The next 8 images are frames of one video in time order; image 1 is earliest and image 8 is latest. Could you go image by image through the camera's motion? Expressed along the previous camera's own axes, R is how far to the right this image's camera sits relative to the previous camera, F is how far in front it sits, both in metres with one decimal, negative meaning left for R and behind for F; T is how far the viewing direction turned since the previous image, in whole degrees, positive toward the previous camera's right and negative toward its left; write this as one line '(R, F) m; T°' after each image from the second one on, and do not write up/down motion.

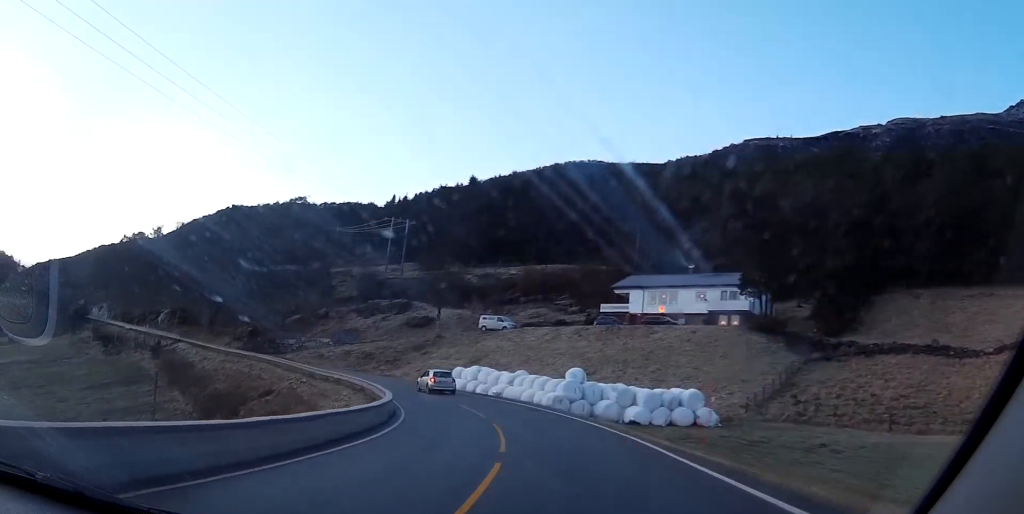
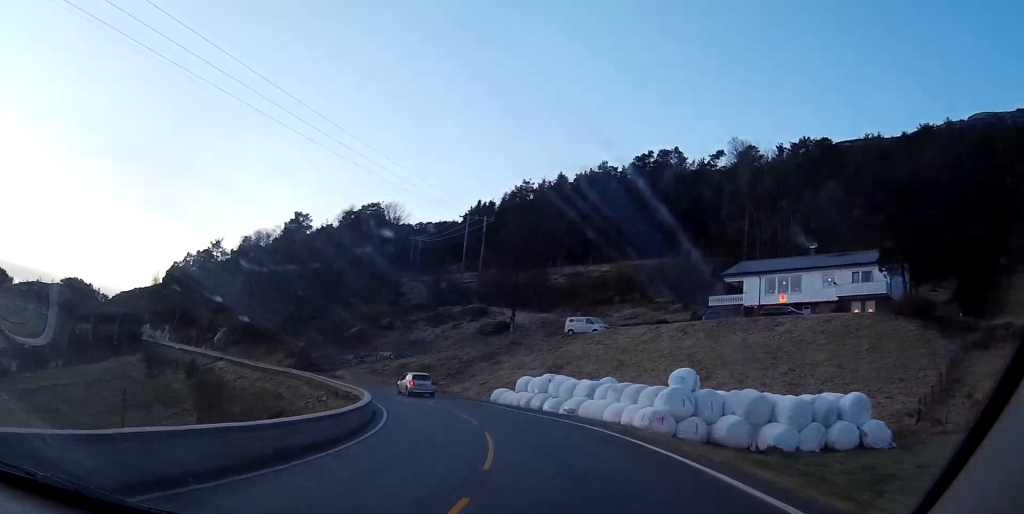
(-1.0, +15.9) m; -4°
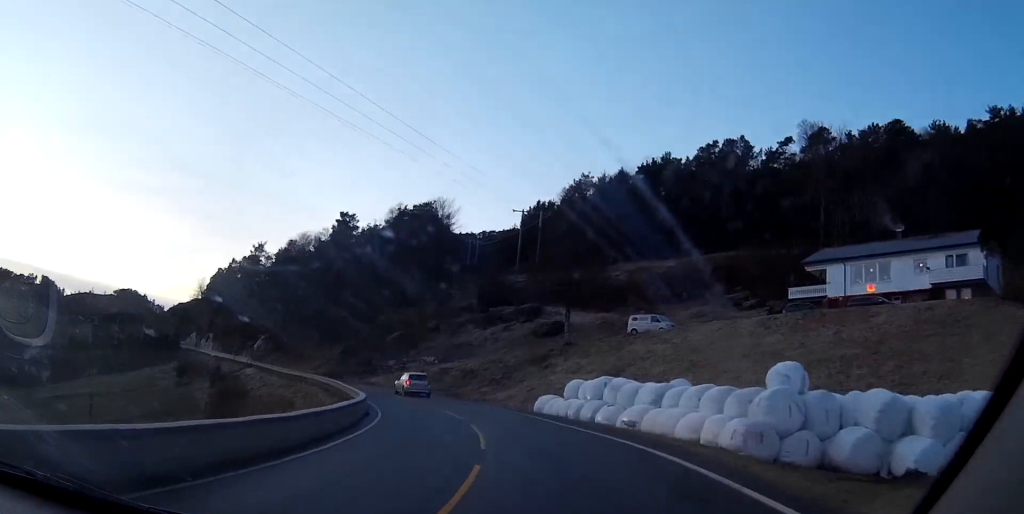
(0.0, +9.0) m; -1°
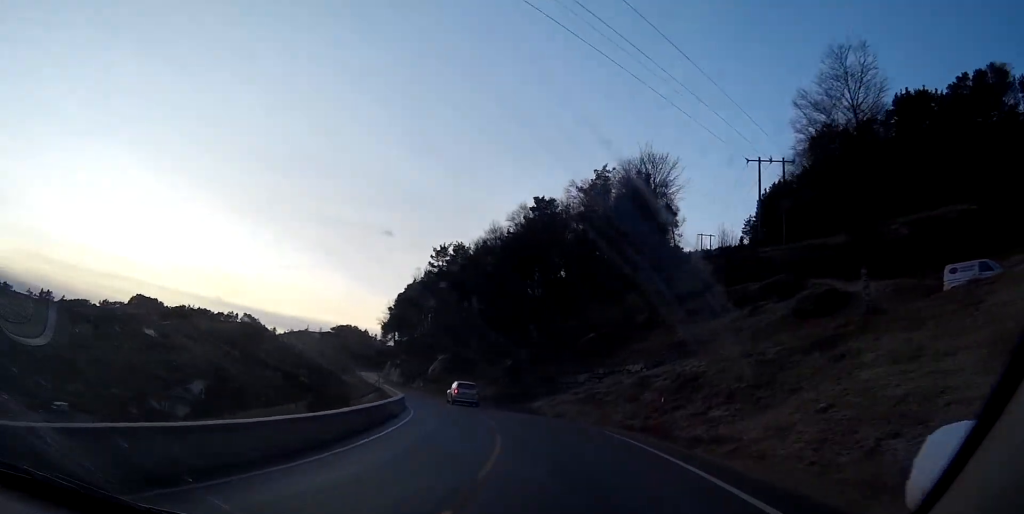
(-4.8, +28.2) m; -24°
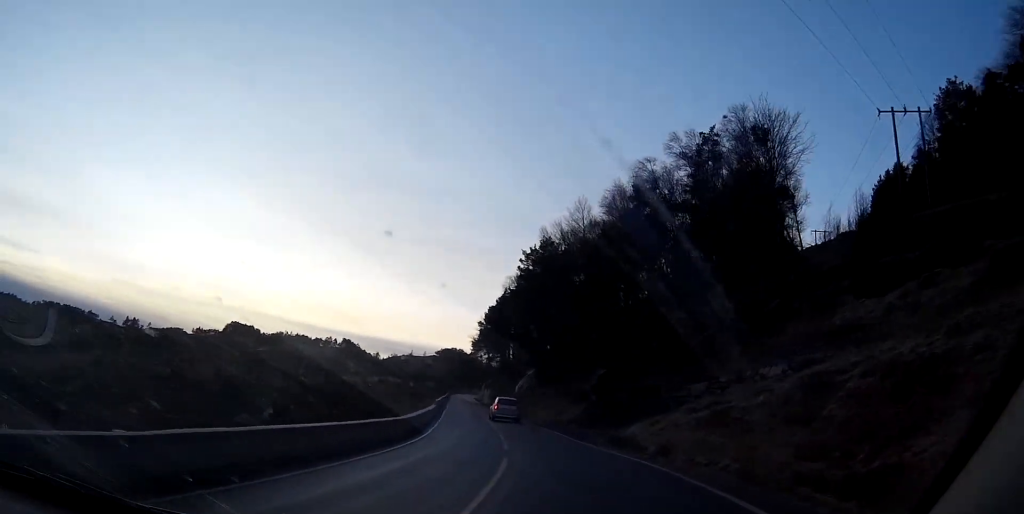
(-1.1, +15.3) m; -8°
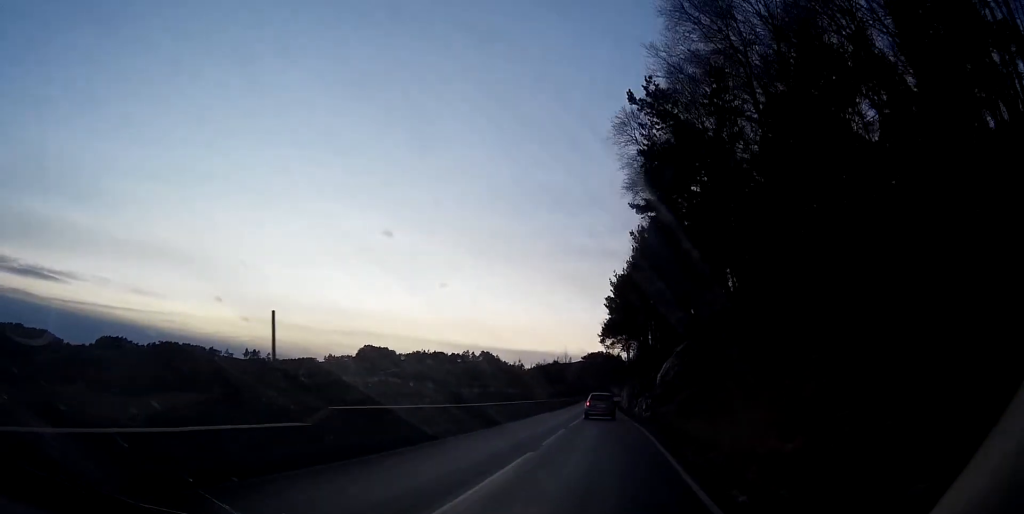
(-5.0, +36.2) m; -12°
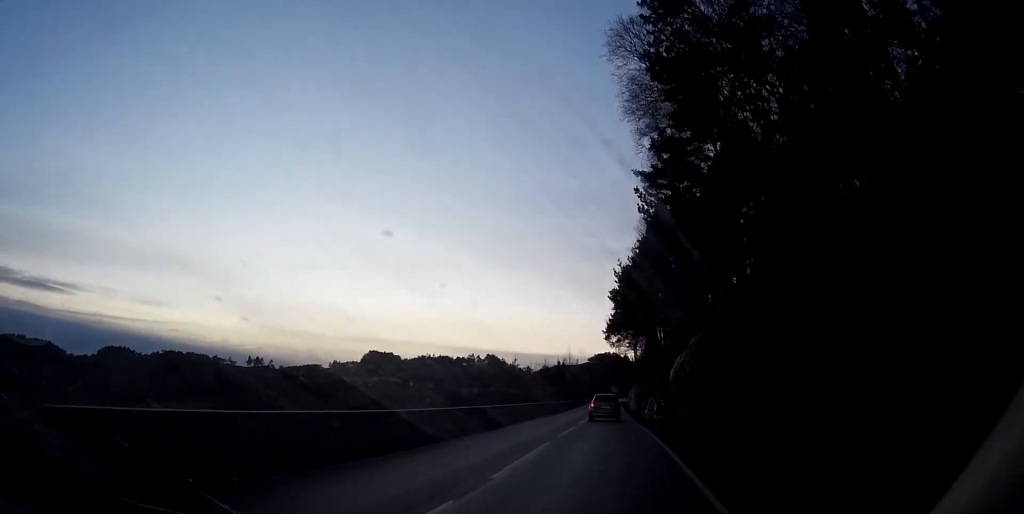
(-0.1, +7.5) m; -1°
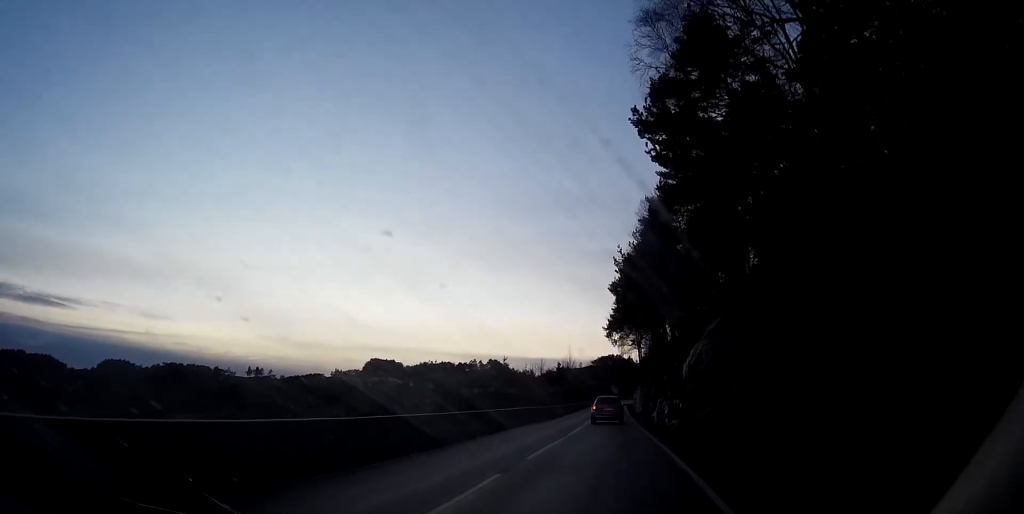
(0.0, +8.0) m; -1°
